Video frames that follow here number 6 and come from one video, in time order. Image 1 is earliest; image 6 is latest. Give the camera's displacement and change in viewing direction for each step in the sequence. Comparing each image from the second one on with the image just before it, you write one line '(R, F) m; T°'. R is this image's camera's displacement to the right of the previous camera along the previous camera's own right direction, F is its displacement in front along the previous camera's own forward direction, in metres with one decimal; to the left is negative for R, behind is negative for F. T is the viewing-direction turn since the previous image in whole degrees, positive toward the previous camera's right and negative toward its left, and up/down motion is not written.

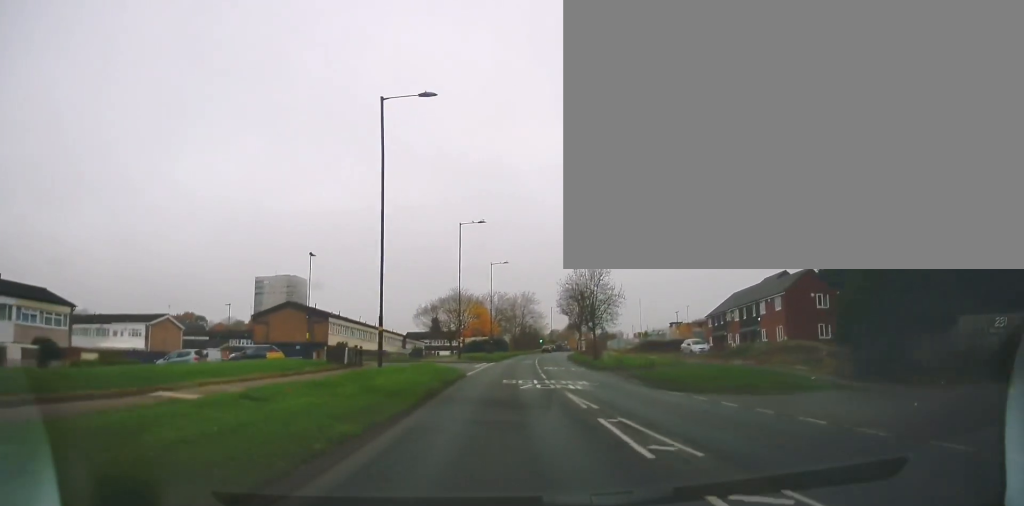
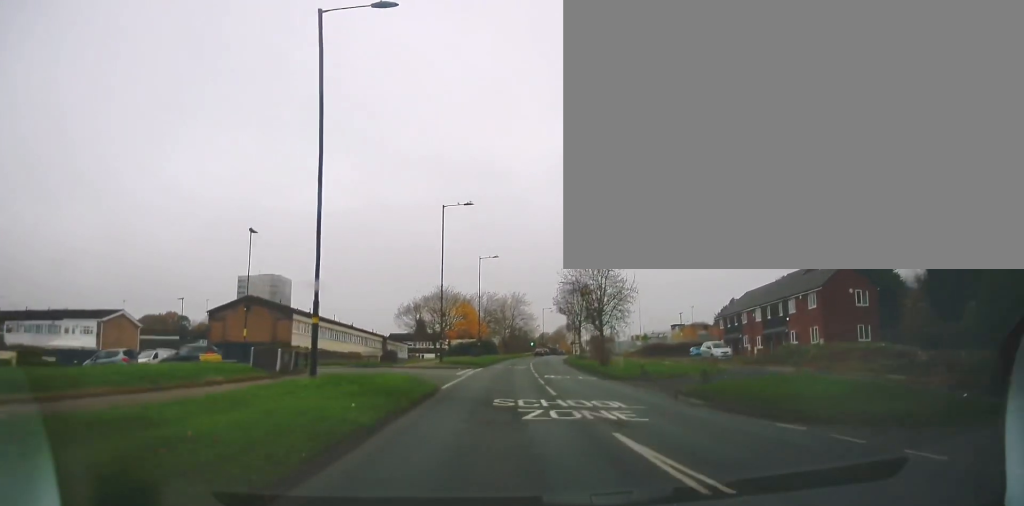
(+0.3, +7.9) m; +2°
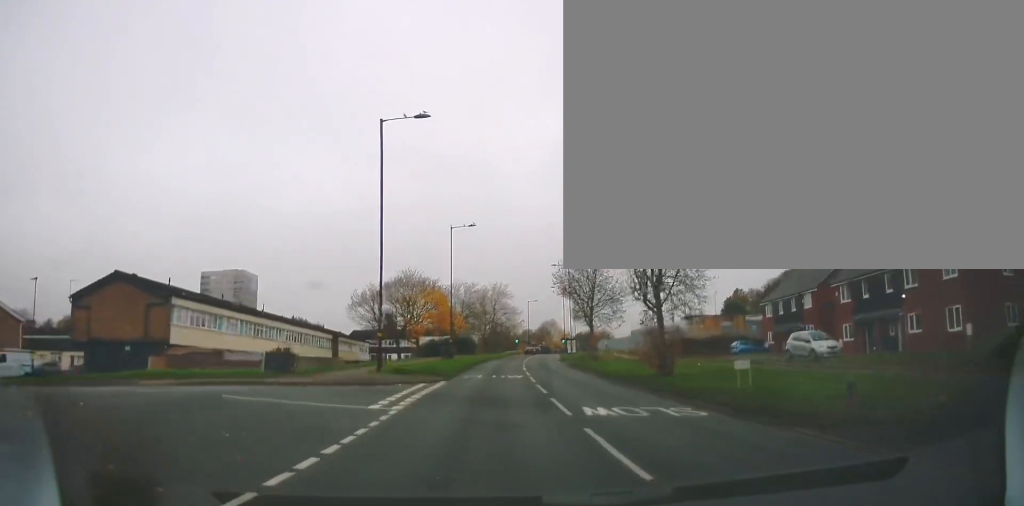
(-0.9, +17.9) m; +1°
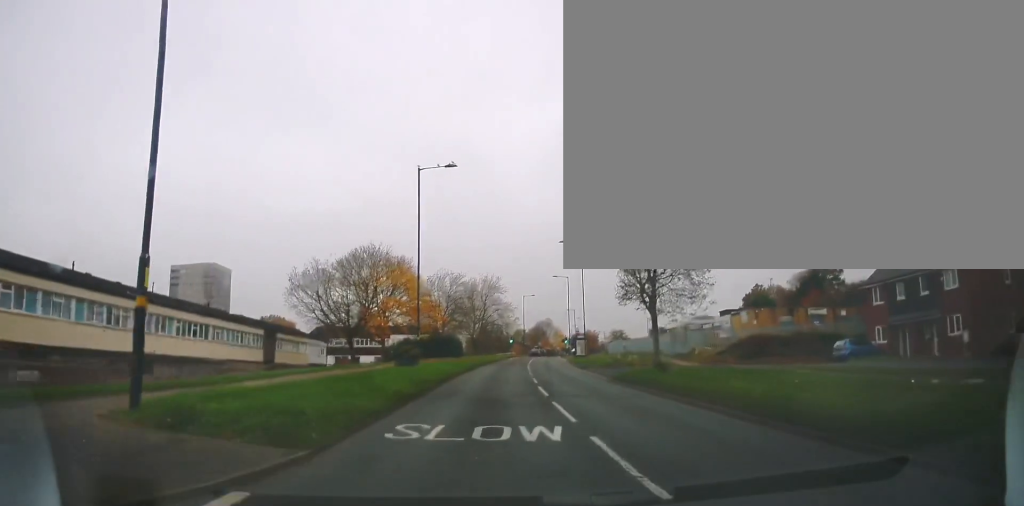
(+1.1, +18.6) m; 0°
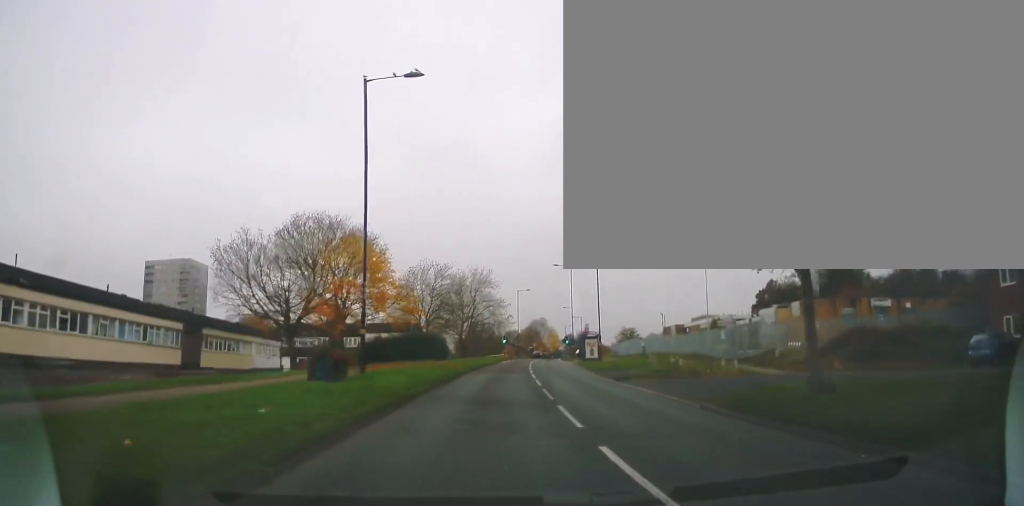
(0.0, +12.7) m; +1°
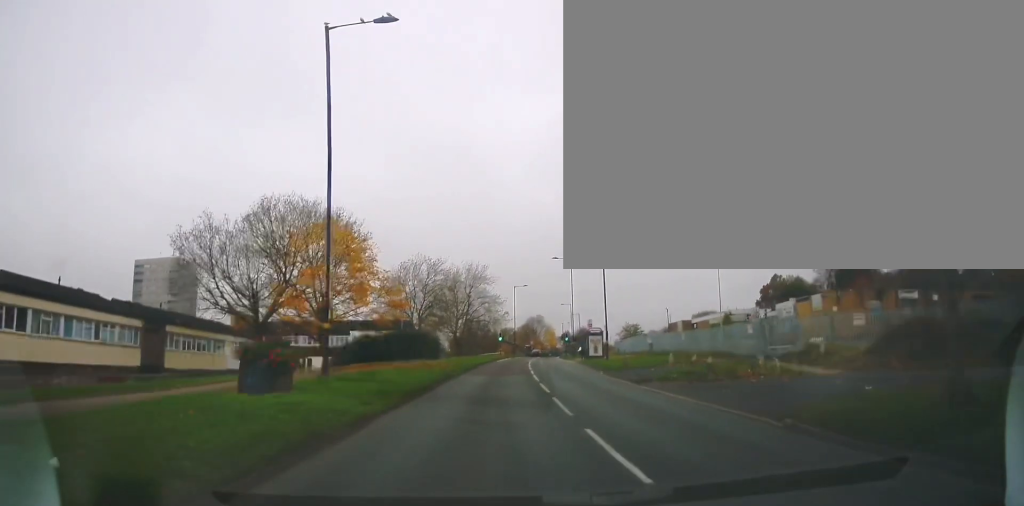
(-0.1, +4.8) m; +2°
